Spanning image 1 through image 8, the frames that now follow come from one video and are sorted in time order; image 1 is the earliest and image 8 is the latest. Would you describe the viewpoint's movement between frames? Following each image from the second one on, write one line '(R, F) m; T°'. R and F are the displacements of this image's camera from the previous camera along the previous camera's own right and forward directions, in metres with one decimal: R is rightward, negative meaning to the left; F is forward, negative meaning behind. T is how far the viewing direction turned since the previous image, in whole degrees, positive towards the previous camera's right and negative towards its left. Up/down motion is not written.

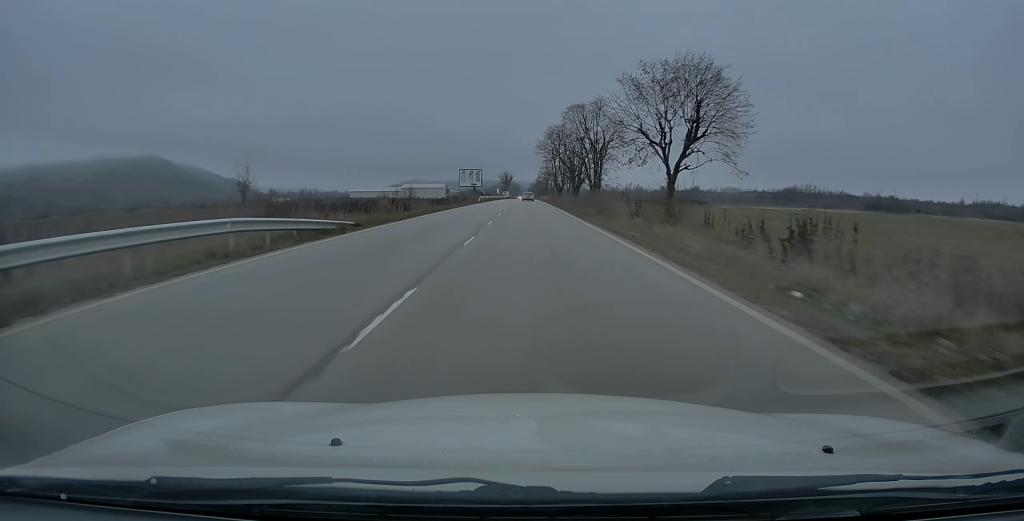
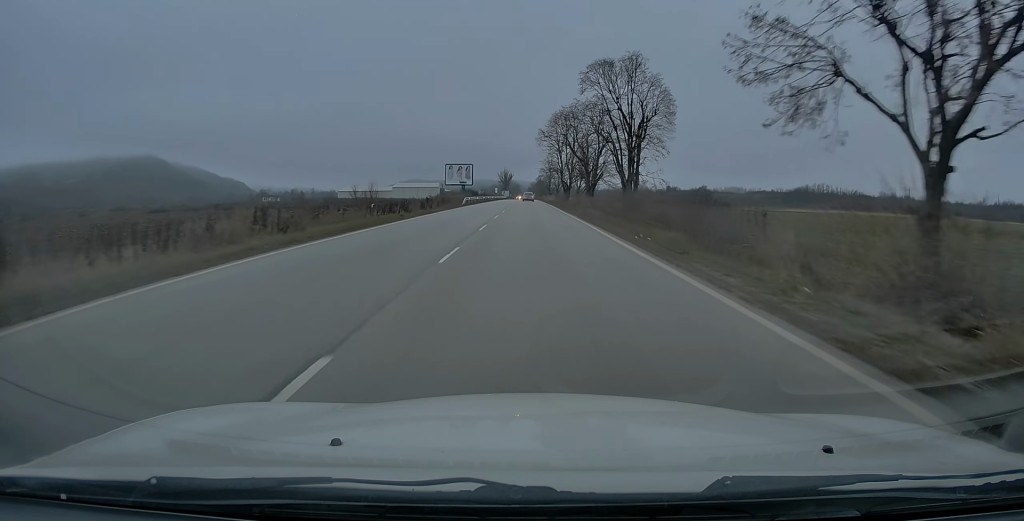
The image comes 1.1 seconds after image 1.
(-0.1, +21.4) m; 0°
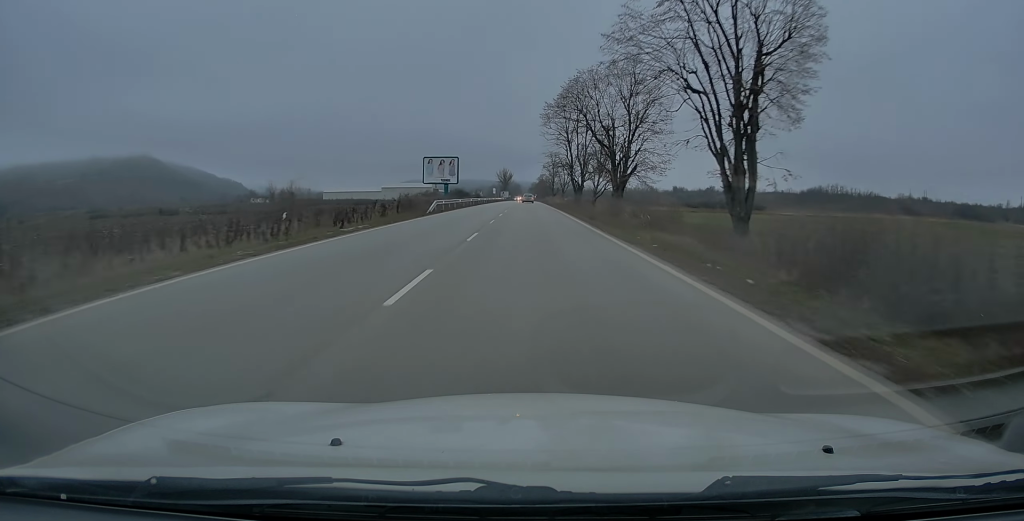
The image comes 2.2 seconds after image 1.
(+0.1, +22.1) m; 0°
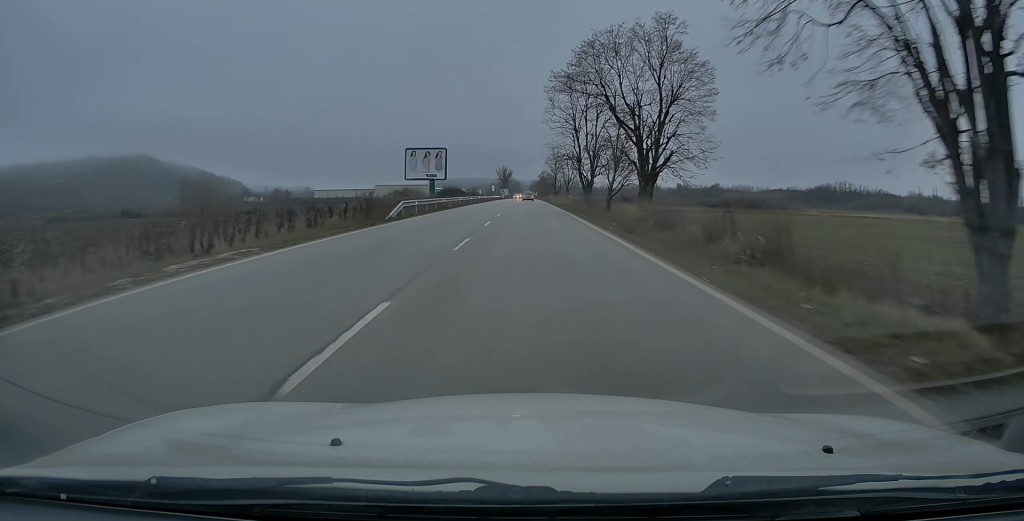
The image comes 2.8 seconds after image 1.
(0.0, +12.1) m; 0°
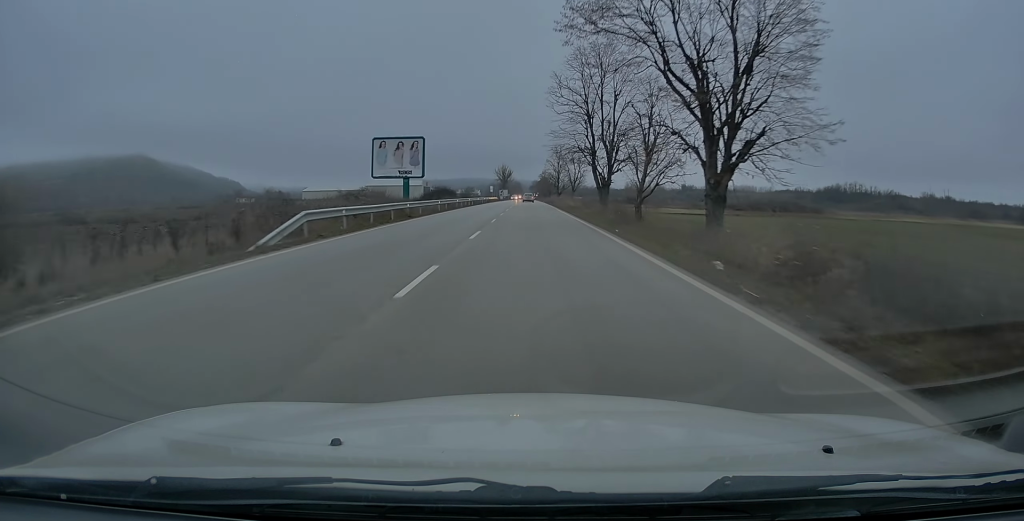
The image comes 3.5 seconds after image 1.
(0.0, +14.8) m; 0°
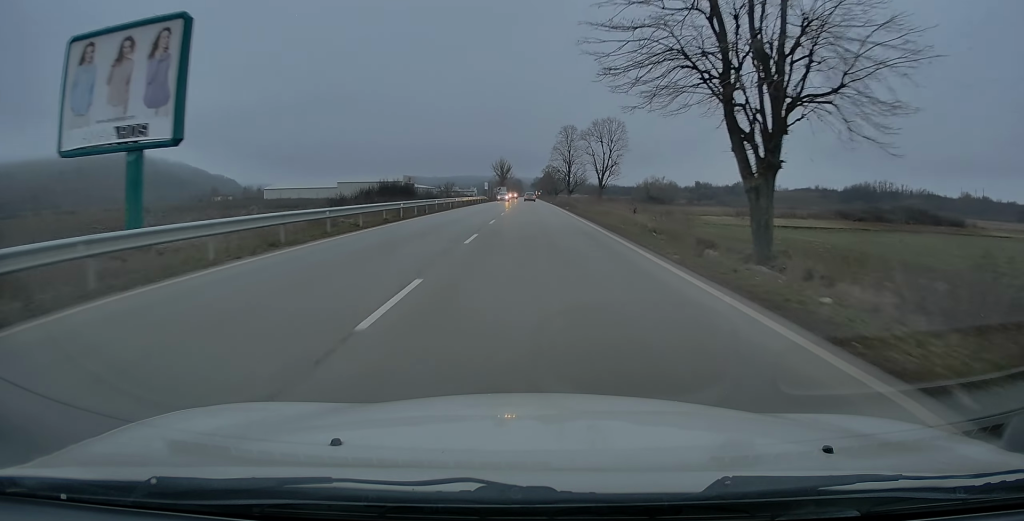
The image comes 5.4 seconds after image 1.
(-0.2, +38.0) m; 0°
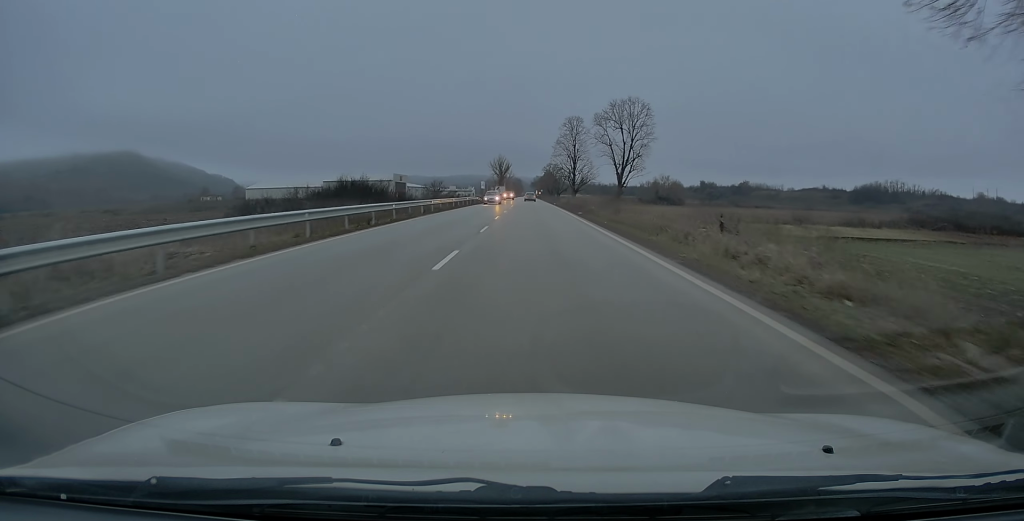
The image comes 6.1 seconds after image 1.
(0.0, +14.0) m; 0°
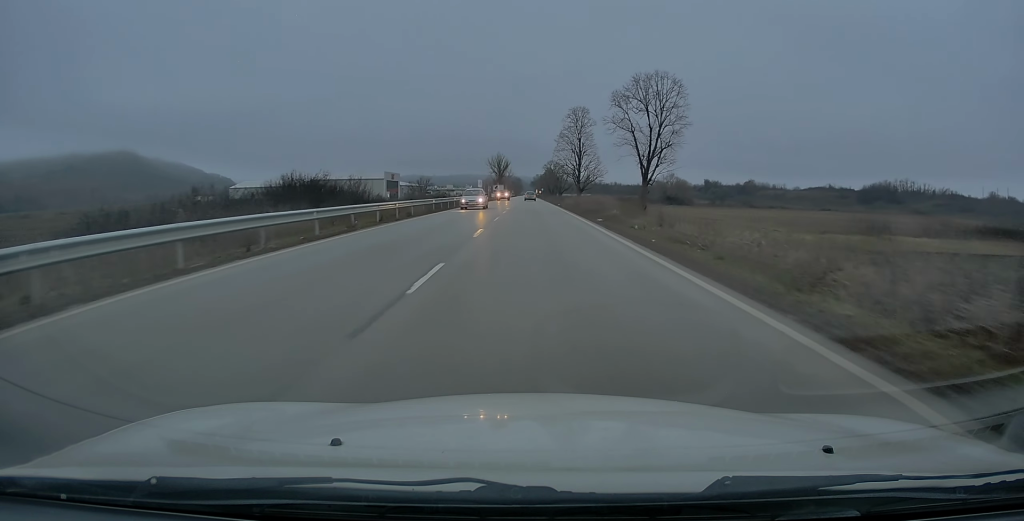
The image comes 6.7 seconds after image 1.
(+0.1, +11.3) m; 0°
